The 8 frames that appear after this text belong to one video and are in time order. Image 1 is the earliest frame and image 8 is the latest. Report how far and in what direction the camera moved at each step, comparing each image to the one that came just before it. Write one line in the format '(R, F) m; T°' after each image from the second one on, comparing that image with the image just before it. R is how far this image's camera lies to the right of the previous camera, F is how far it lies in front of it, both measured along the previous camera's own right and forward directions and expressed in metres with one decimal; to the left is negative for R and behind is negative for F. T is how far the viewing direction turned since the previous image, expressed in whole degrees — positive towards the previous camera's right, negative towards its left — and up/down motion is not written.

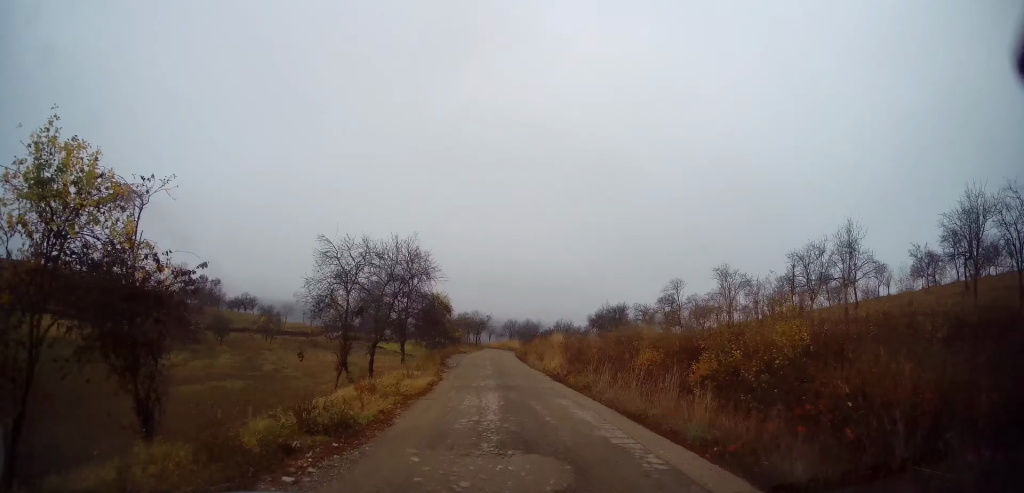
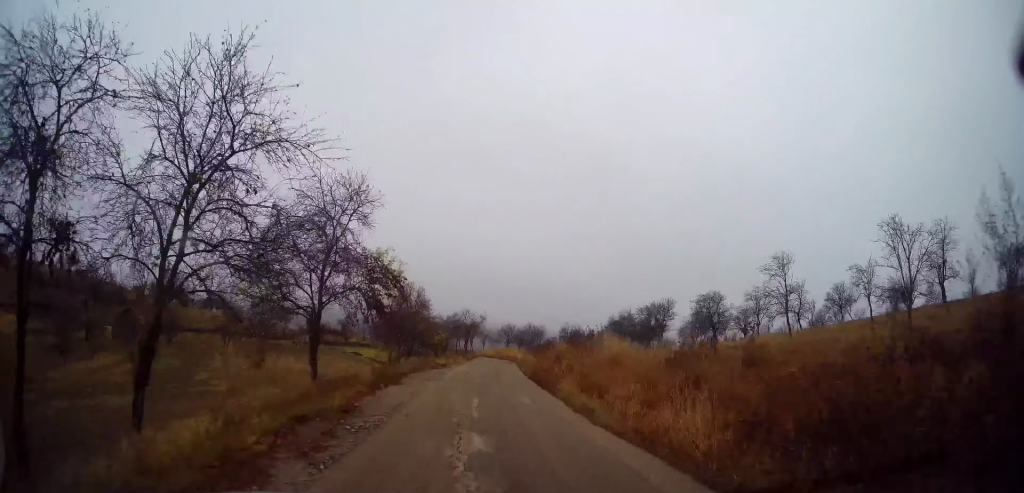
(+0.3, +16.2) m; 0°
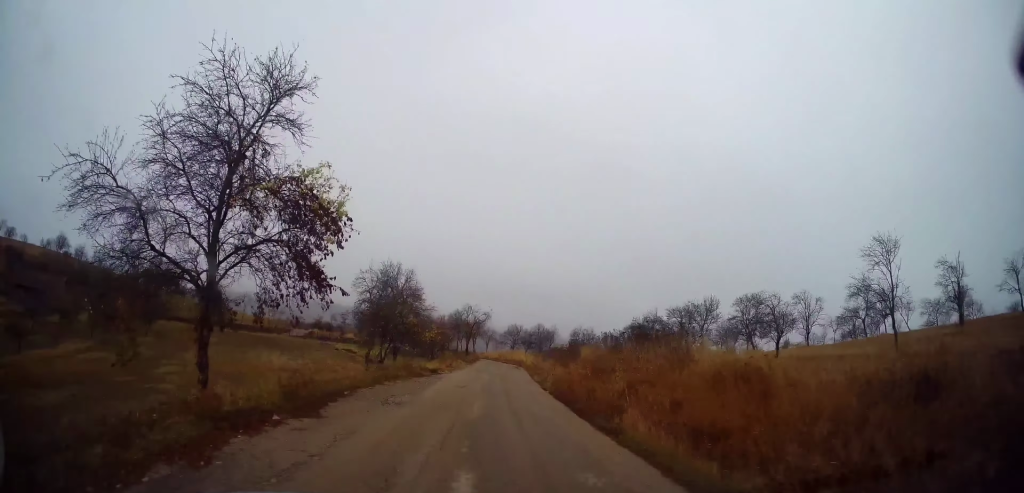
(-0.2, +6.9) m; 0°
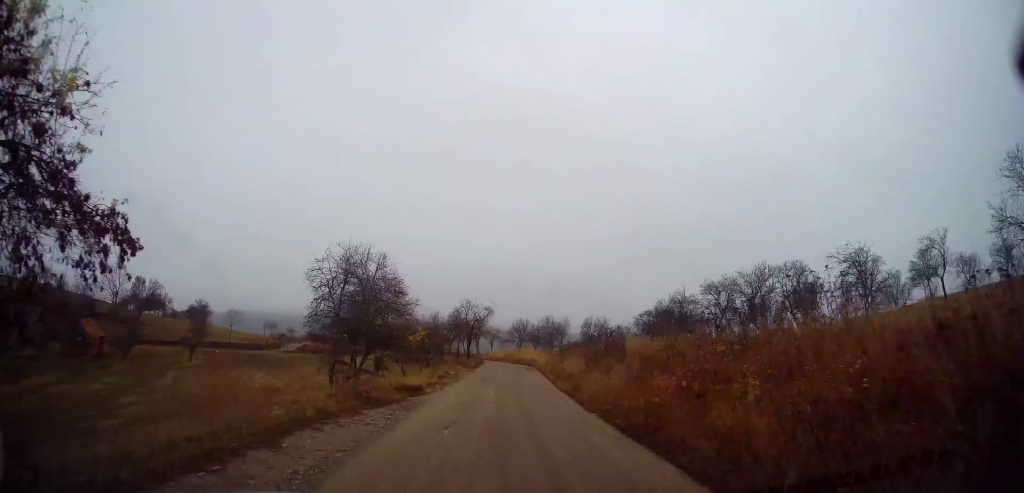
(-0.1, +6.6) m; 0°
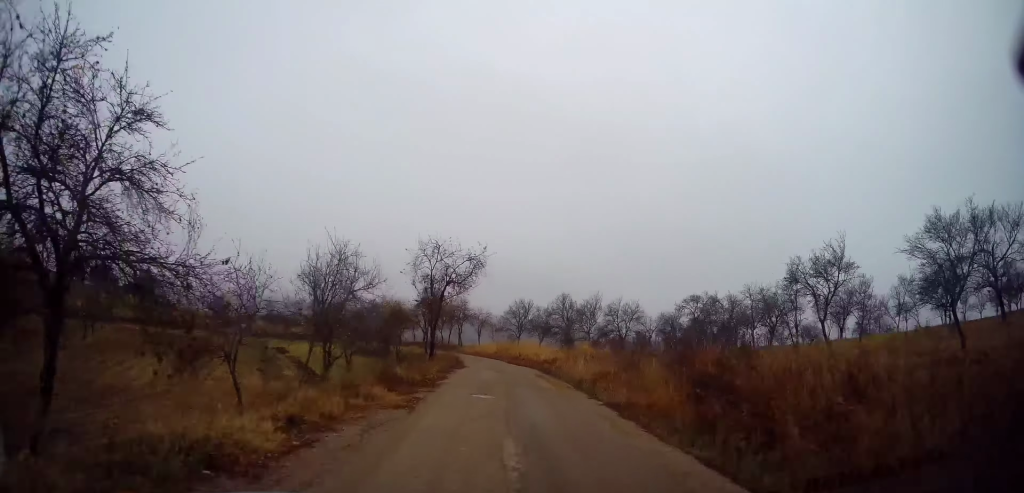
(+0.3, +20.1) m; +3°
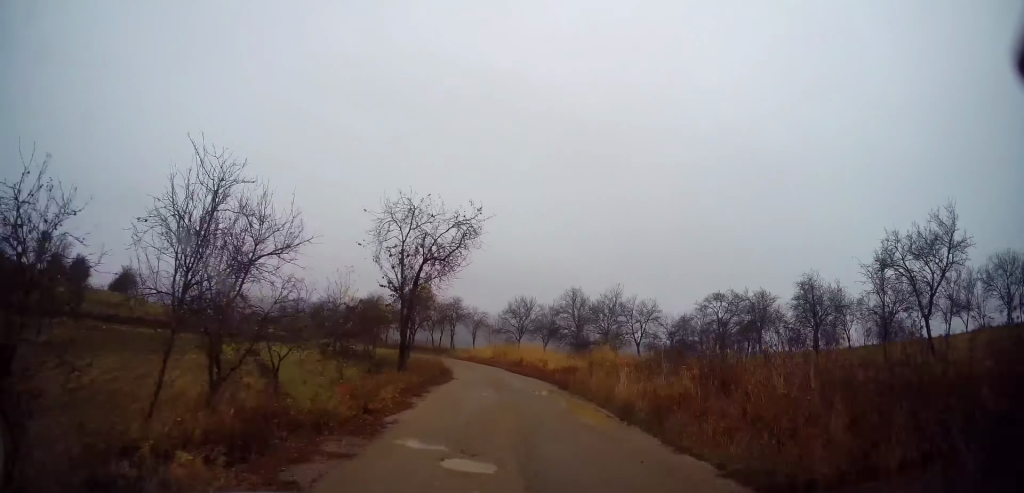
(+0.2, +6.1) m; +1°
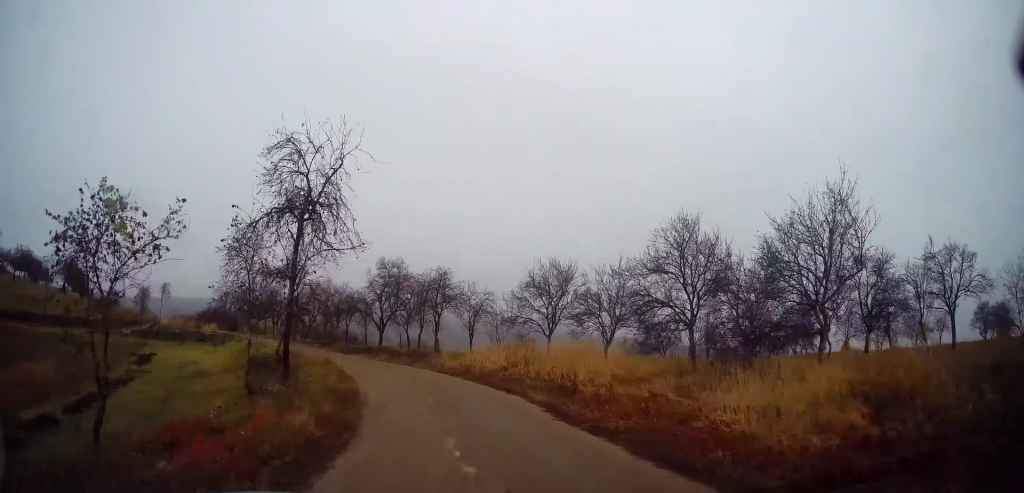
(-0.5, +21.6) m; -3°
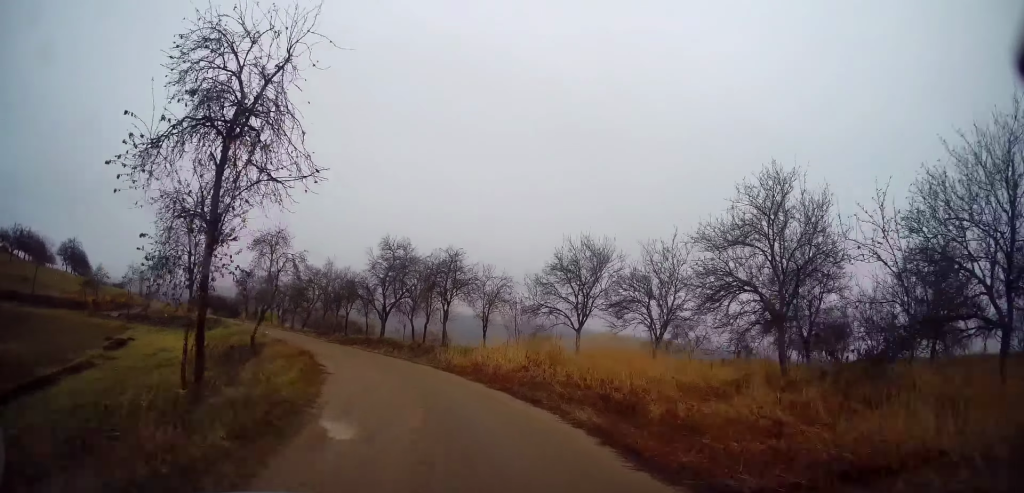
(0.0, +4.7) m; -2°
